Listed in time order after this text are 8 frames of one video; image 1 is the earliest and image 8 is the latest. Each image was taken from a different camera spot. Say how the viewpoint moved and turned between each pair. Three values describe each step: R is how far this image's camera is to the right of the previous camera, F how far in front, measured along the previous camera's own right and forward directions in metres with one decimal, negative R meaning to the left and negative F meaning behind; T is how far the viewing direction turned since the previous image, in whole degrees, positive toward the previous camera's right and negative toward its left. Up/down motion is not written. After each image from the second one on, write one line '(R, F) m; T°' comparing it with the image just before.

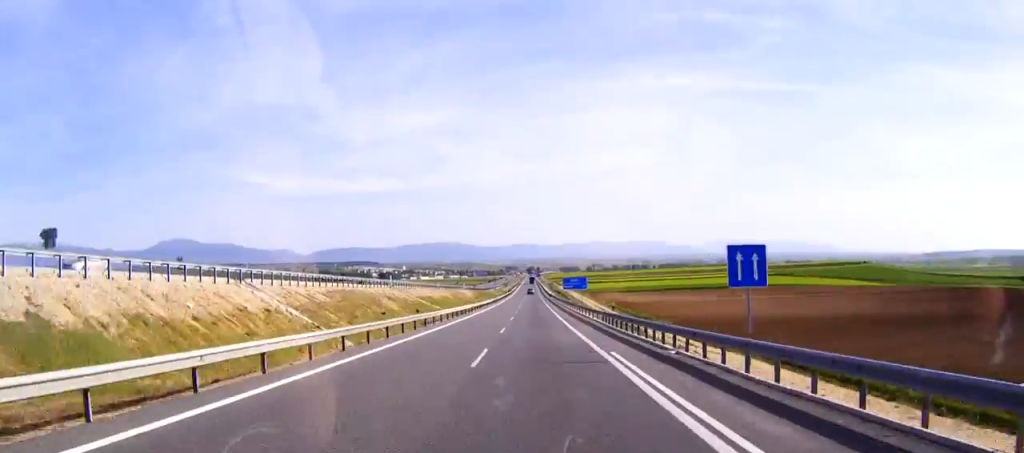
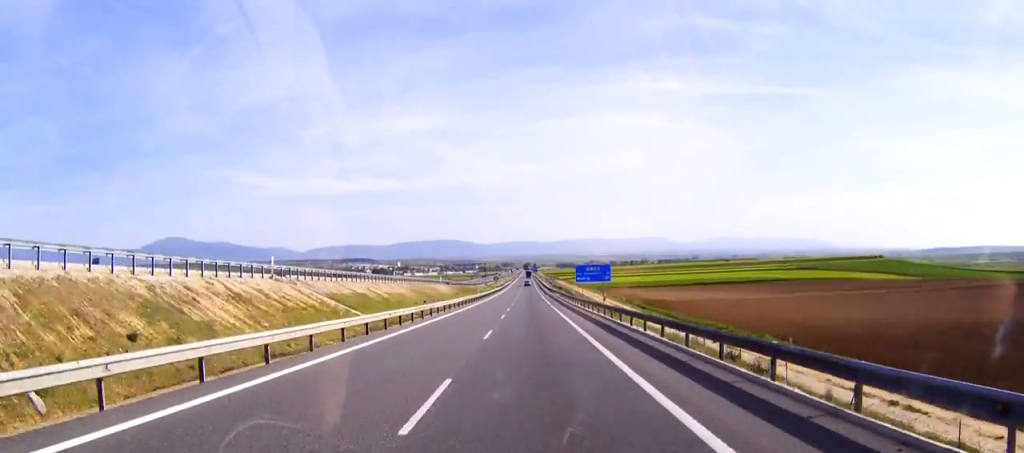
(+0.7, +43.5) m; +1°
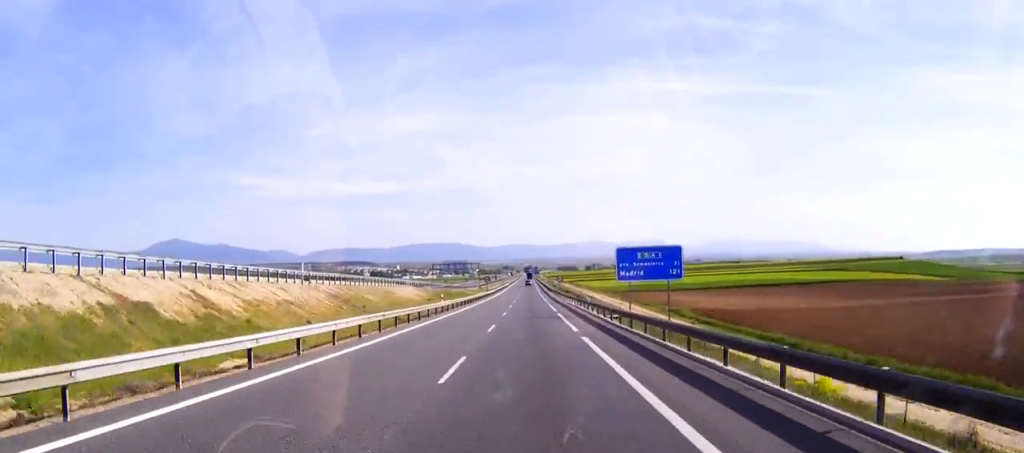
(-0.2, +41.2) m; 0°
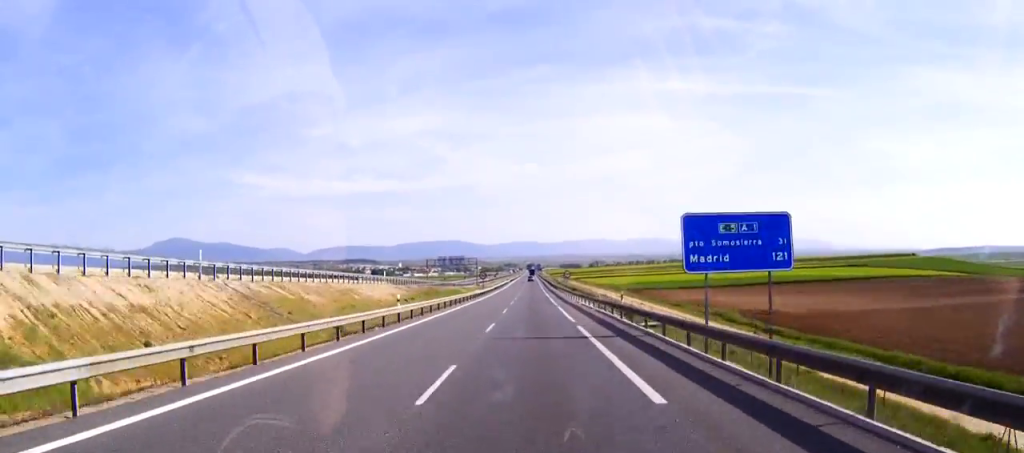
(-0.1, +19.9) m; 0°
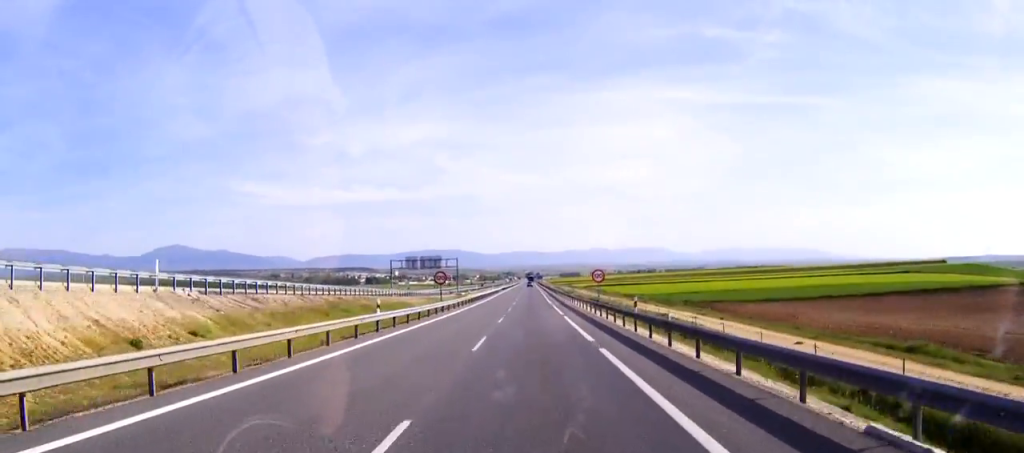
(+0.2, +57.6) m; 0°
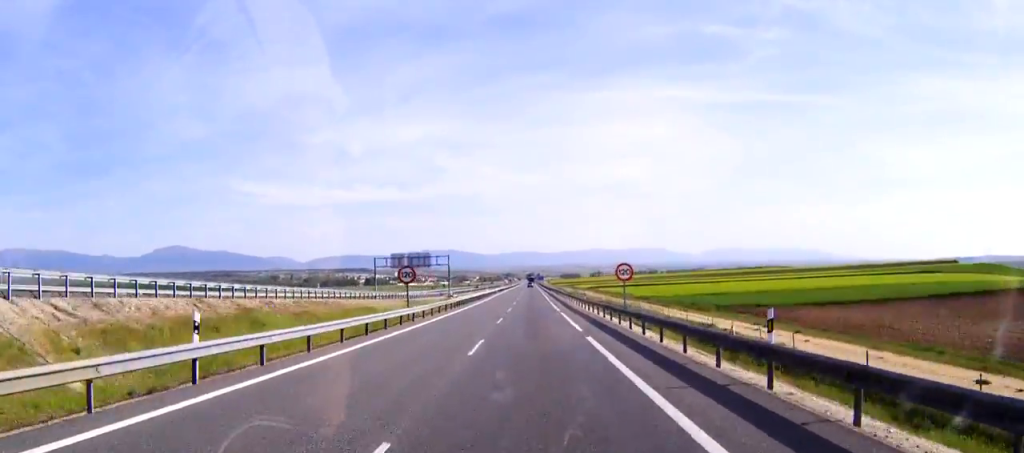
(0.0, +18.3) m; 0°
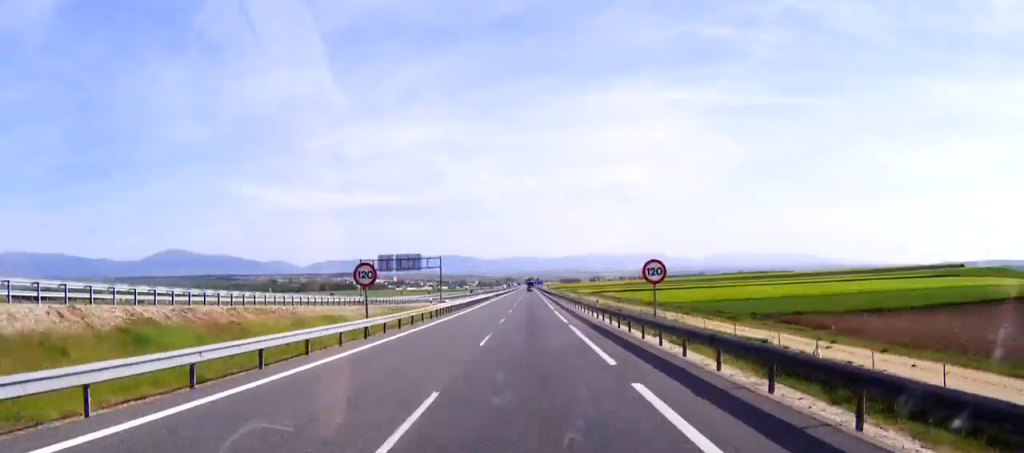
(0.0, +12.1) m; 0°
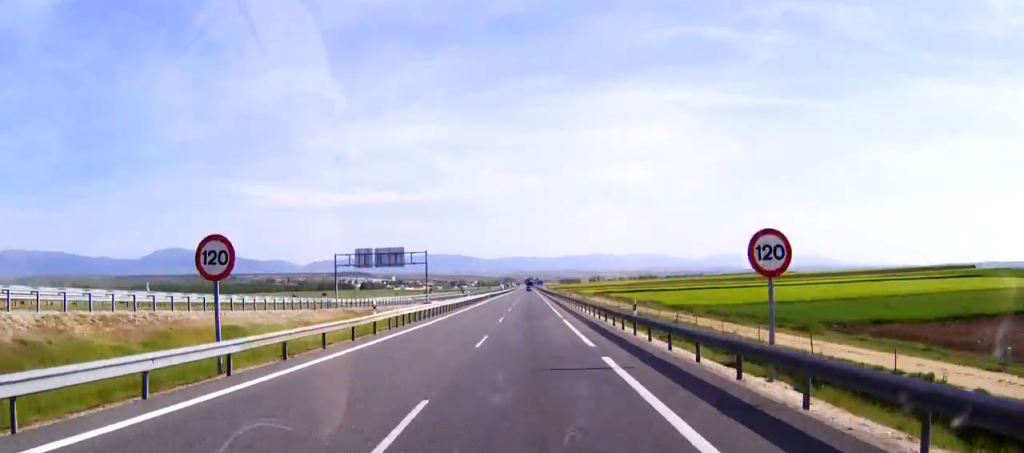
(0.0, +18.0) m; 0°
